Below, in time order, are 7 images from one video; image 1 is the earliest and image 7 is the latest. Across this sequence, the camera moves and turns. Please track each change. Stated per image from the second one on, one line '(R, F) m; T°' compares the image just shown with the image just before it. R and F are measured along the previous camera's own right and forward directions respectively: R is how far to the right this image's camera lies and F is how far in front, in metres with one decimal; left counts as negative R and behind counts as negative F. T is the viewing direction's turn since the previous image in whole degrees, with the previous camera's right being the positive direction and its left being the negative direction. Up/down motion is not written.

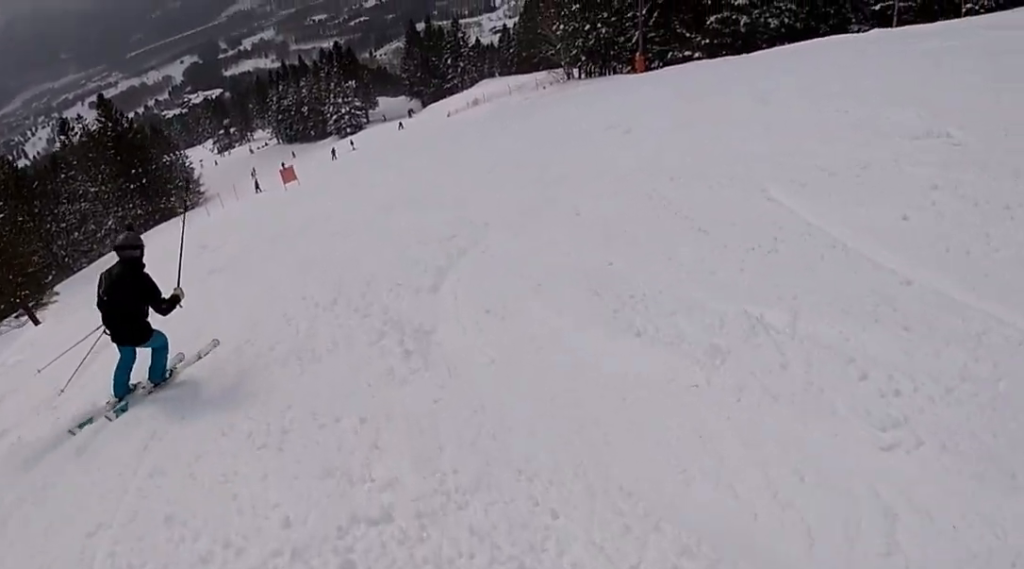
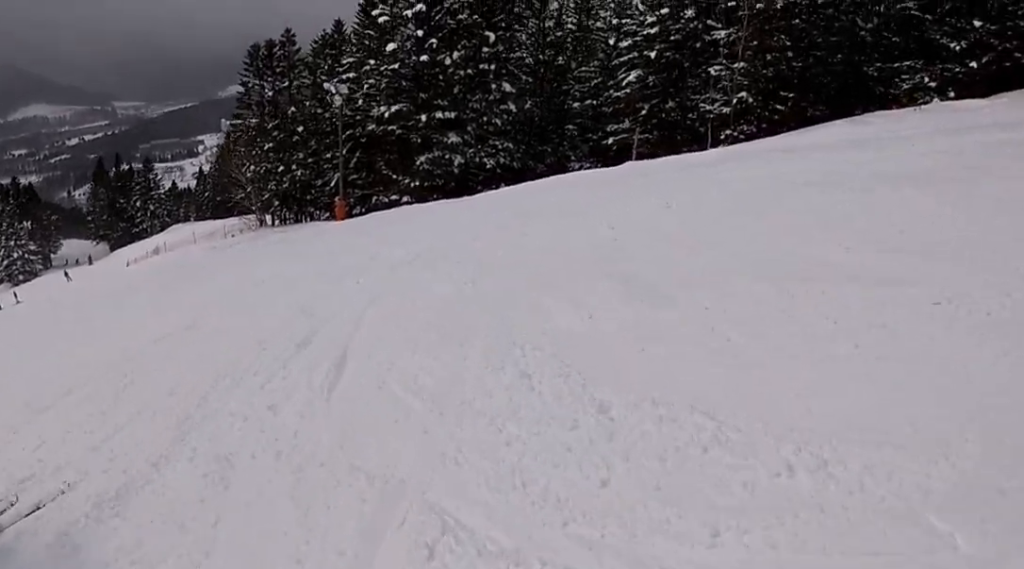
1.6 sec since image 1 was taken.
(+3.3, +7.6) m; +50°
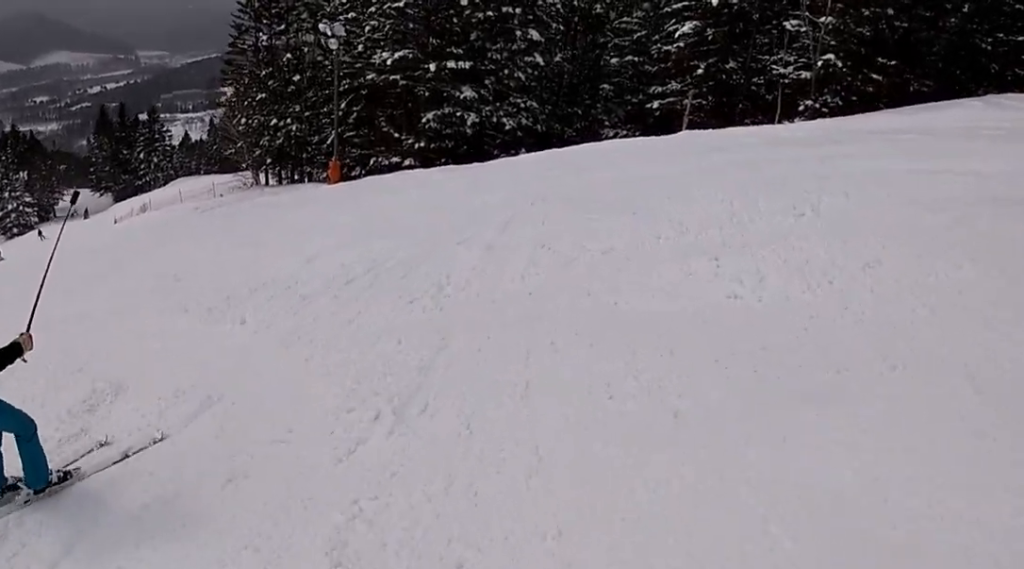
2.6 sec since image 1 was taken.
(+1.3, +5.3) m; 0°
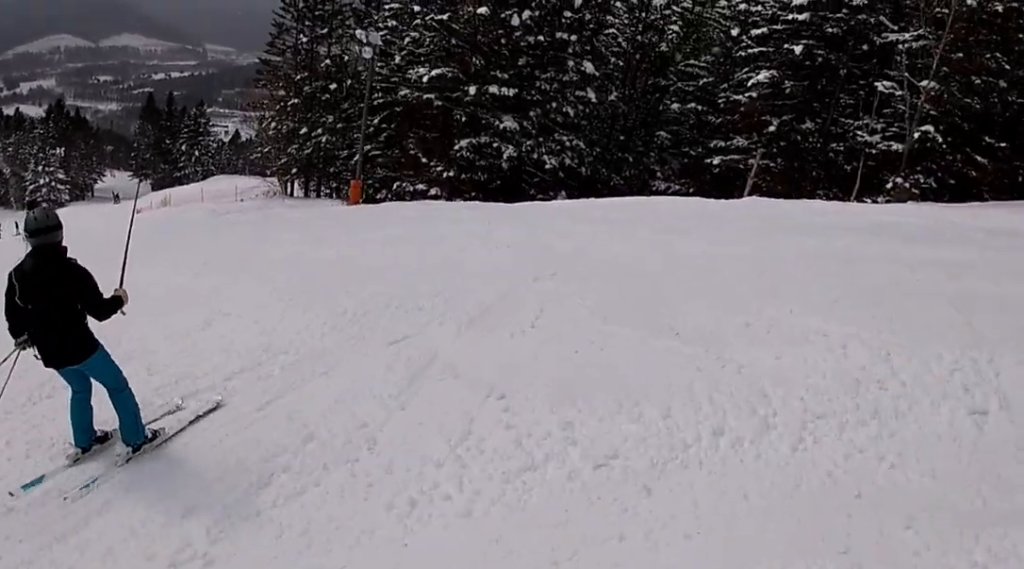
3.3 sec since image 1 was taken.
(-0.9, +3.7) m; -20°
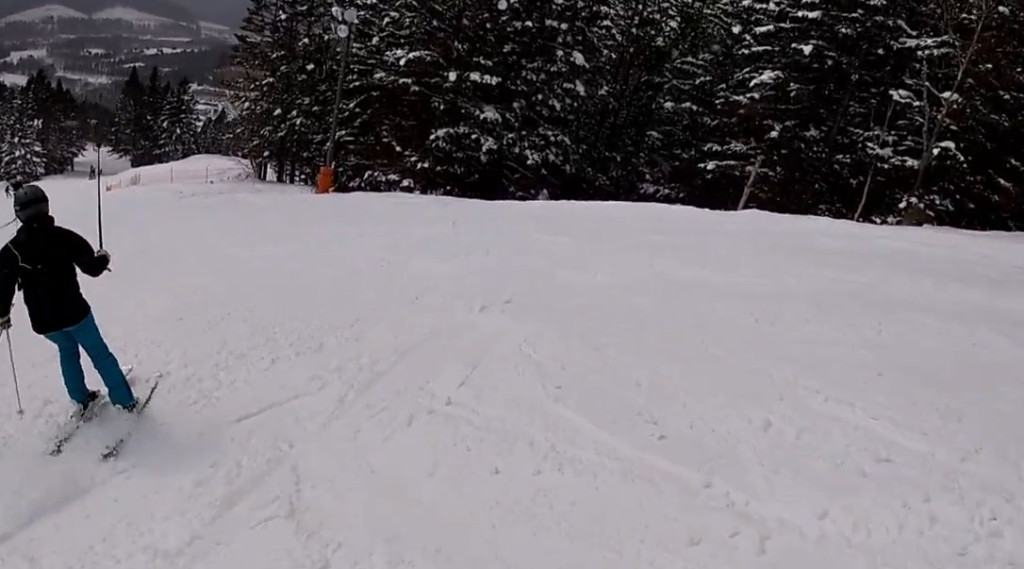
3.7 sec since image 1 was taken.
(-0.2, +2.0) m; -12°
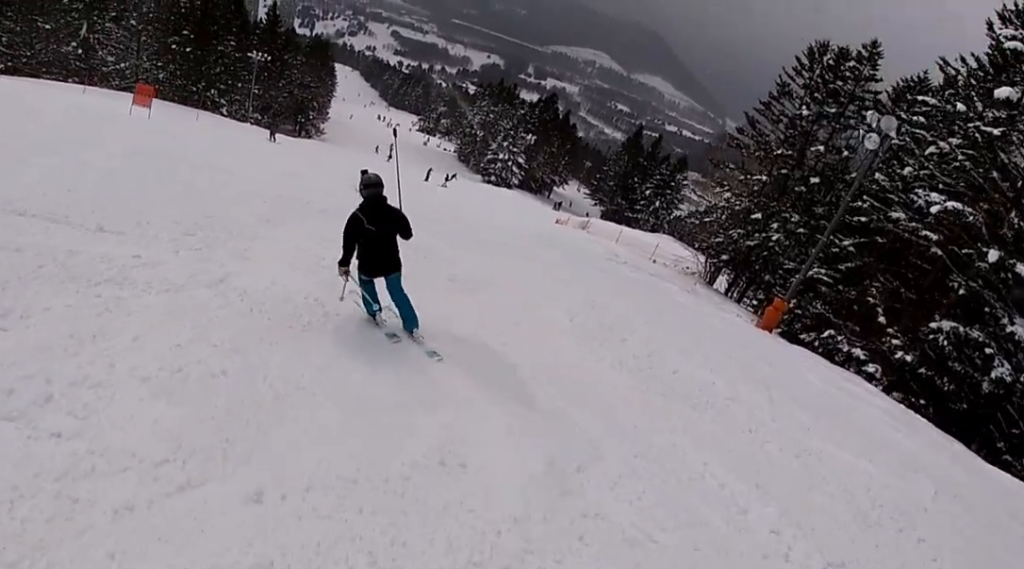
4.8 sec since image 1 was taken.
(-1.6, +5.4) m; -34°
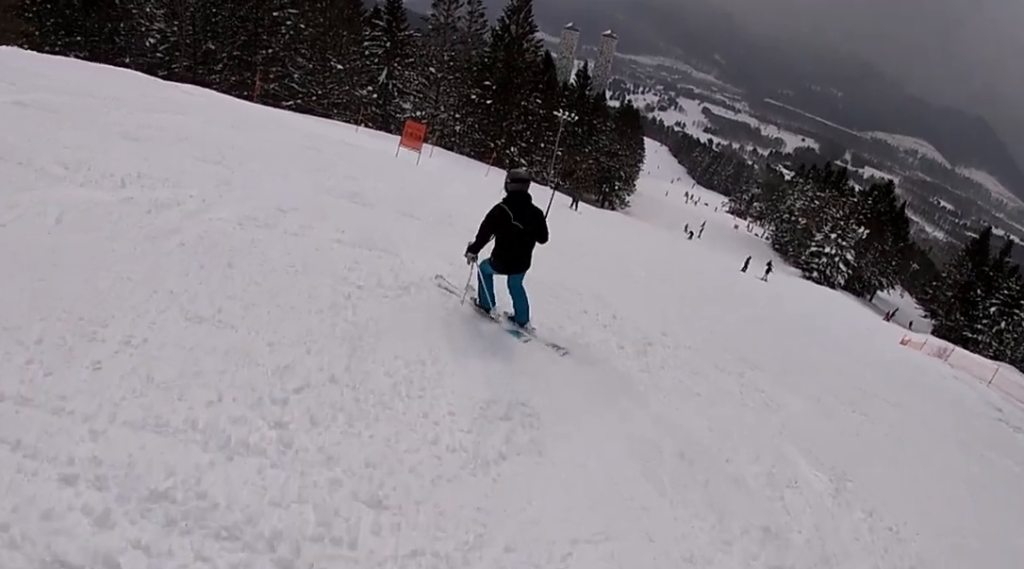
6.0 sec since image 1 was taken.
(-2.0, +6.5) m; -26°
